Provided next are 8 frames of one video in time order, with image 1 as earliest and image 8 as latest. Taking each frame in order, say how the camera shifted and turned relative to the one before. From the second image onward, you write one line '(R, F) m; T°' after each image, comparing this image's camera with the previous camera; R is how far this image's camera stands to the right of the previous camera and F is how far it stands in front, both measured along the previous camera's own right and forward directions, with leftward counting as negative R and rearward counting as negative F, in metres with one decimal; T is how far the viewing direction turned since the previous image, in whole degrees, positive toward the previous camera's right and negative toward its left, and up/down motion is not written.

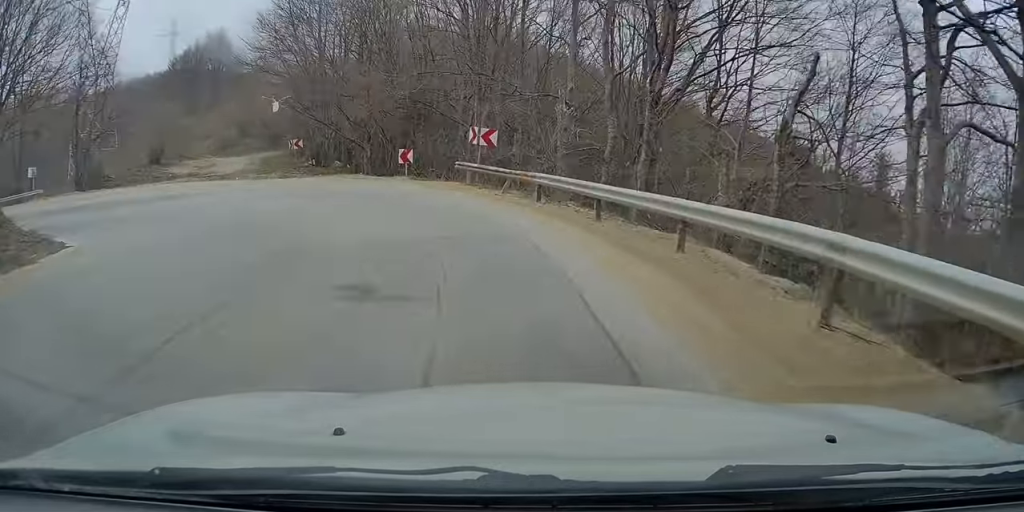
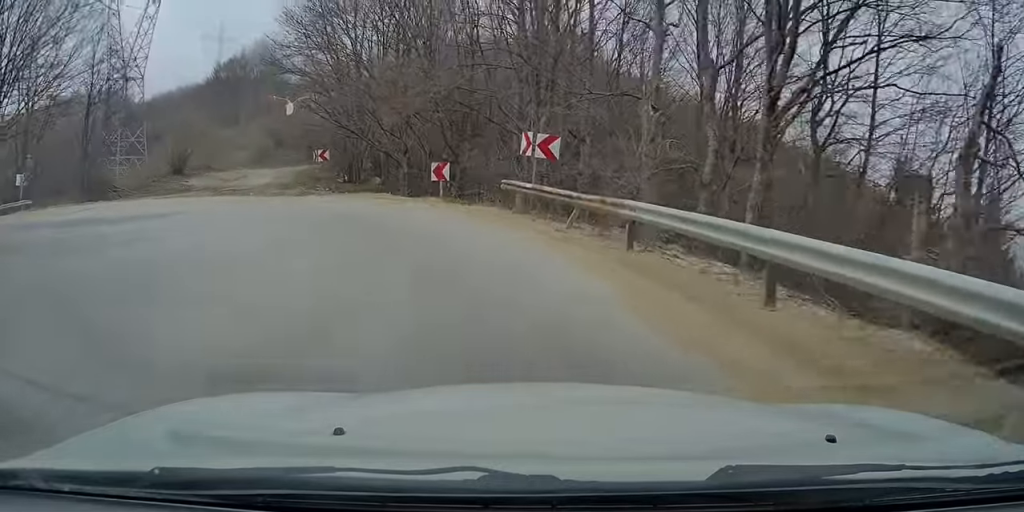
(-0.6, +6.5) m; -8°
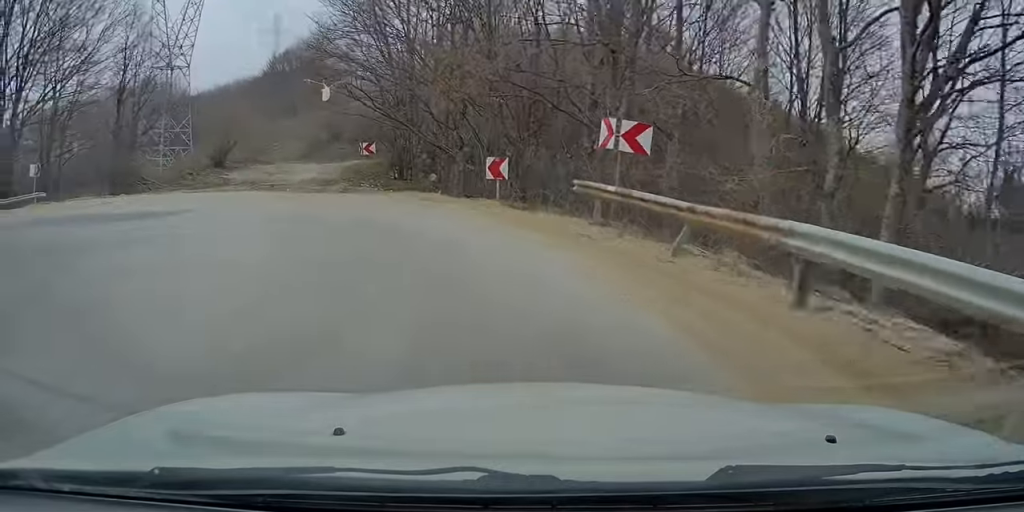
(0.0, +4.3) m; -6°
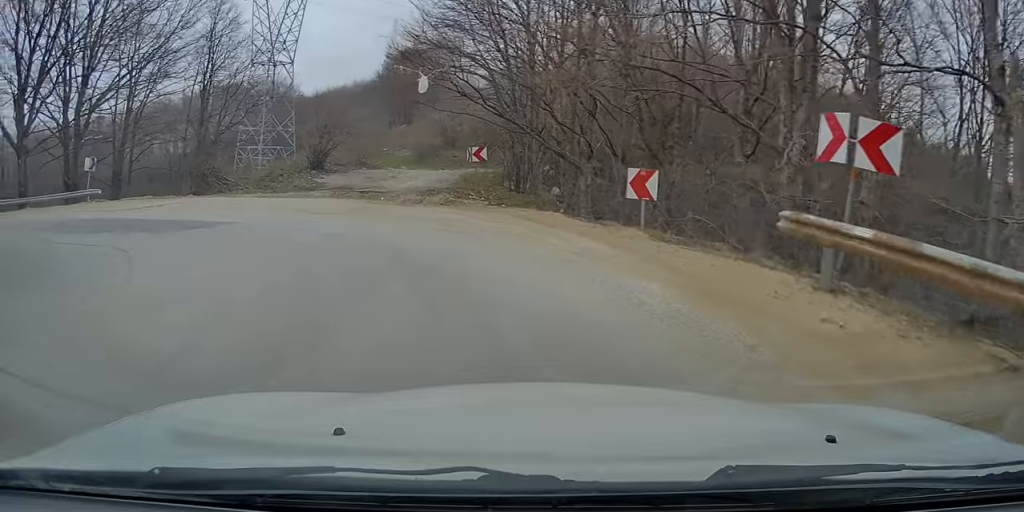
(-0.5, +5.4) m; -11°
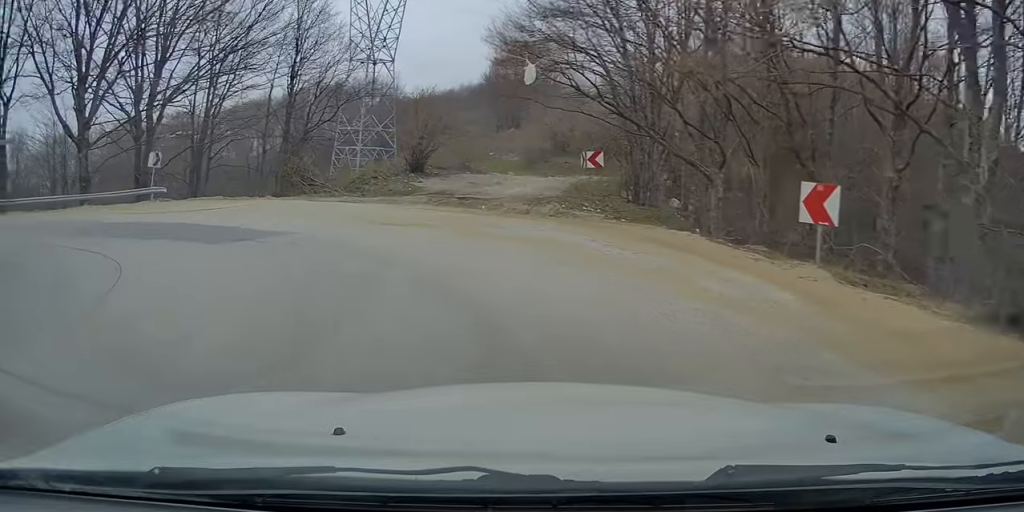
(-0.1, +3.8) m; -8°
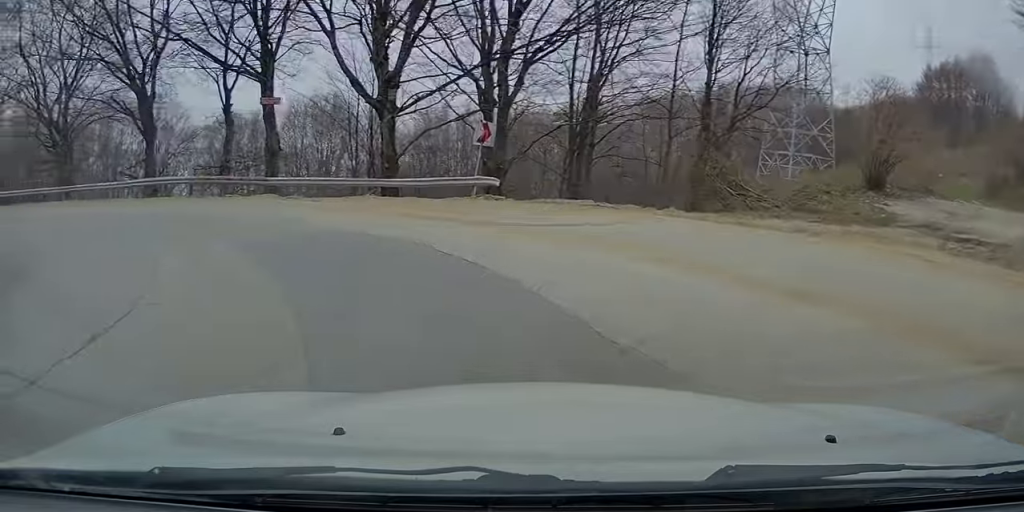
(-3.3, +12.0) m; -27°
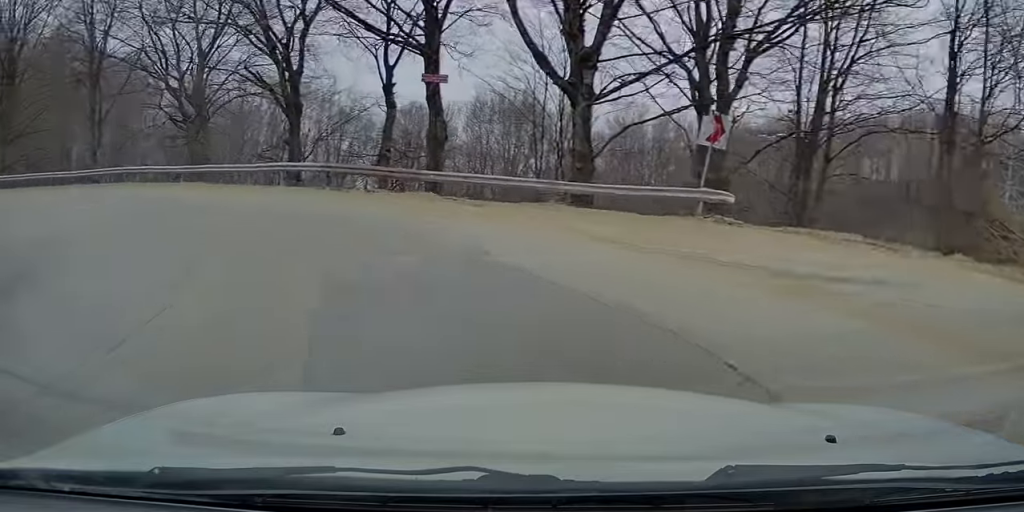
(-0.3, +5.0) m; -9°
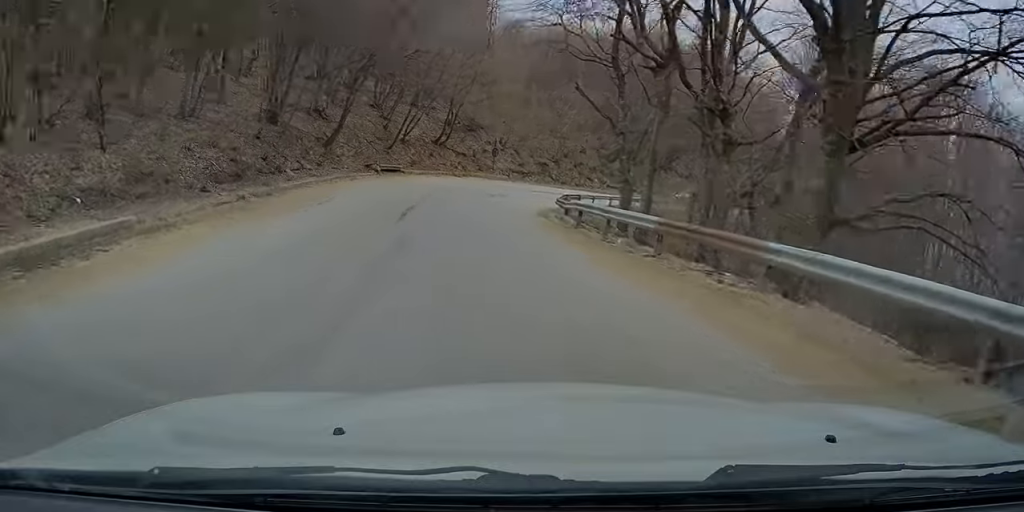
(-10.0, +20.4) m; -79°
